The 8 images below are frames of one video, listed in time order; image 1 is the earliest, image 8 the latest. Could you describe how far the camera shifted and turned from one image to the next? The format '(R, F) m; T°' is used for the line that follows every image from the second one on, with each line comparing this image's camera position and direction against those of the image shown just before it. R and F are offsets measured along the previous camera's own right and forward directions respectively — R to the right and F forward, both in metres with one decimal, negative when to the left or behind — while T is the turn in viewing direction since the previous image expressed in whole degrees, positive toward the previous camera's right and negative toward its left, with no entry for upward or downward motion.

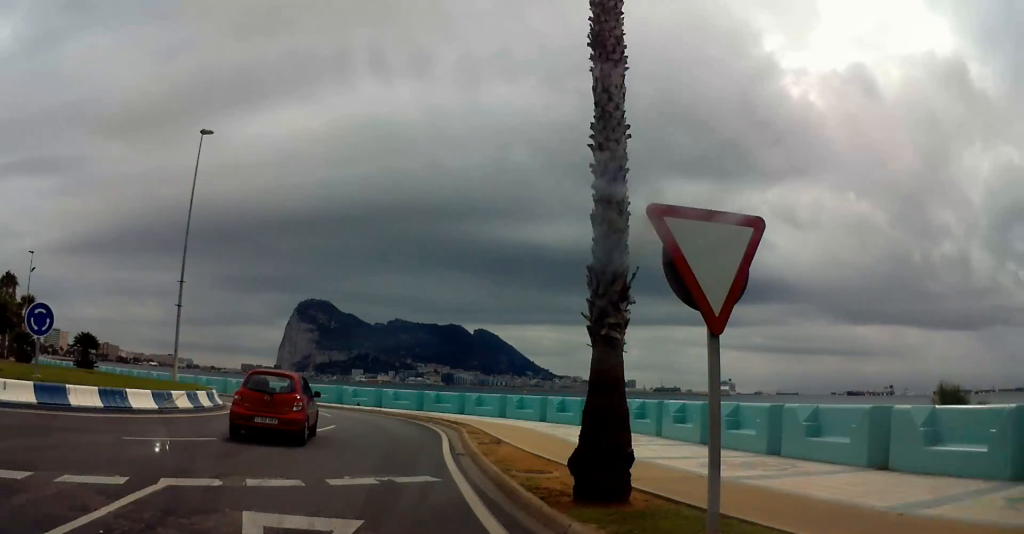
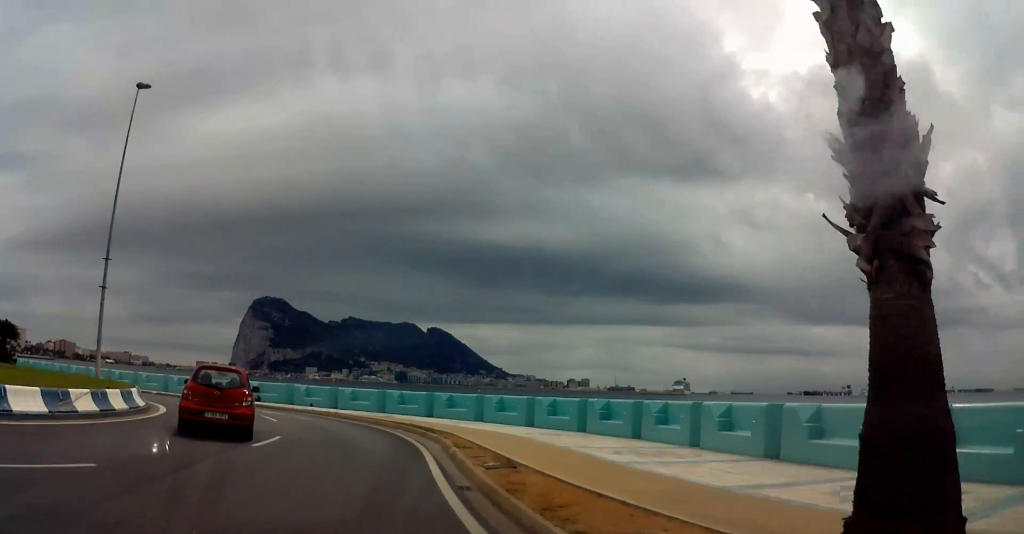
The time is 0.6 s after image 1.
(0.0, +4.7) m; 0°
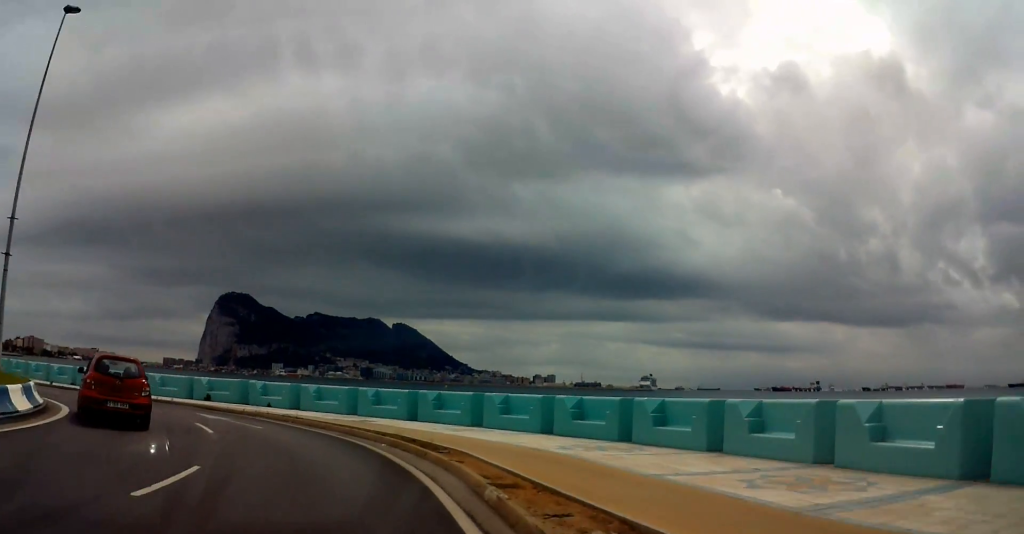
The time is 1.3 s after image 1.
(0.0, +6.4) m; 0°
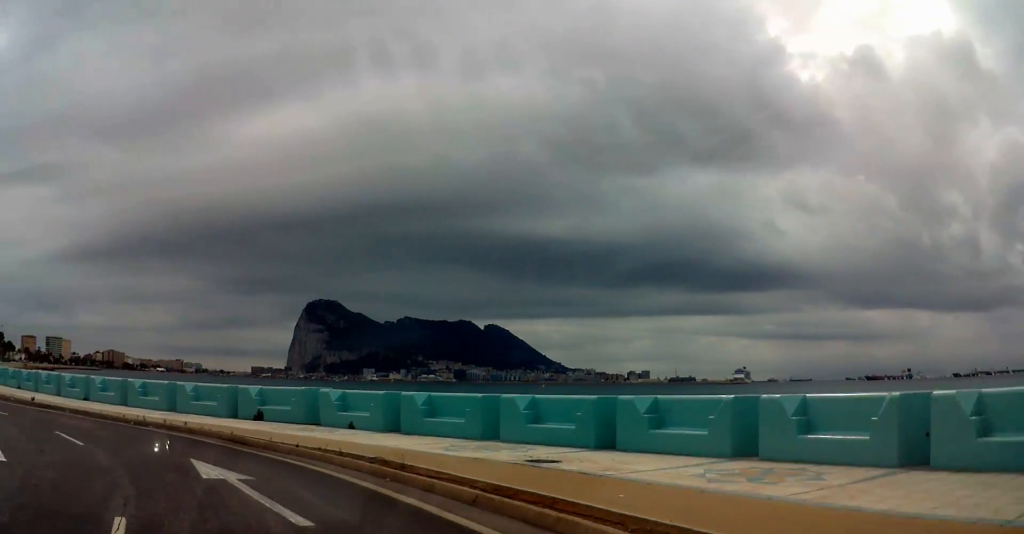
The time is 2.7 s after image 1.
(0.0, +11.2) m; -5°
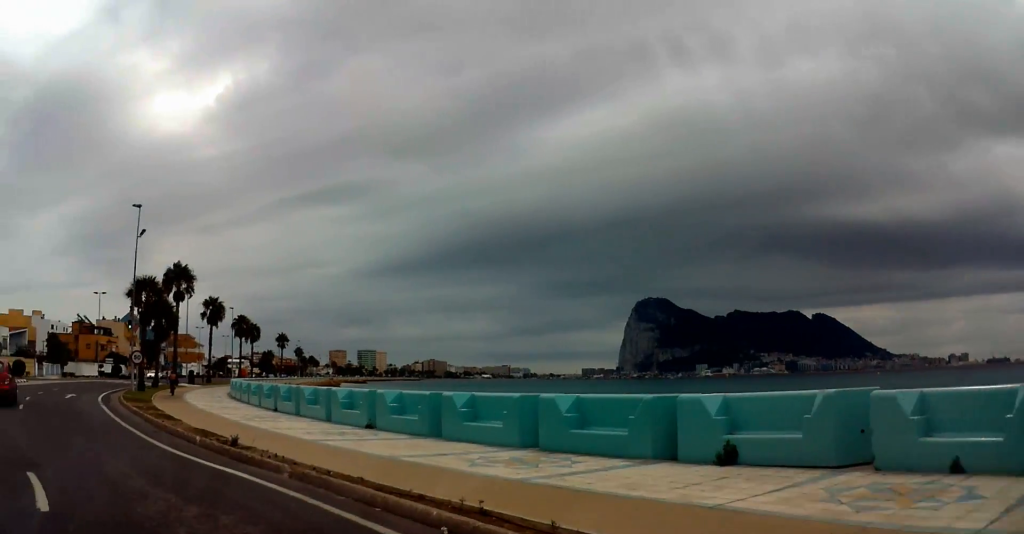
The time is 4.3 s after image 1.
(-2.1, +10.3) m; -43°
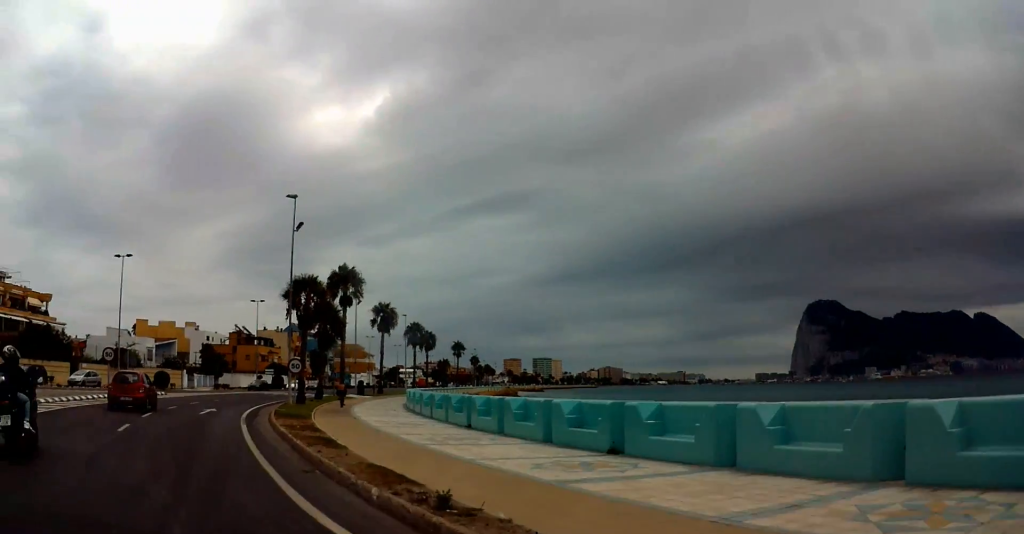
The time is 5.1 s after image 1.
(-1.9, +5.5) m; -14°
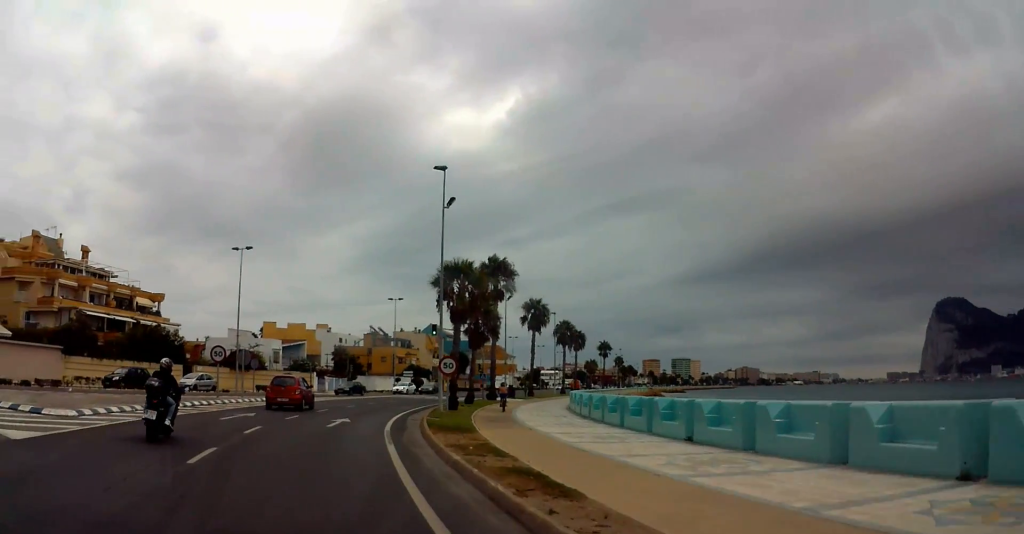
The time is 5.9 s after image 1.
(-0.2, +6.6) m; +4°
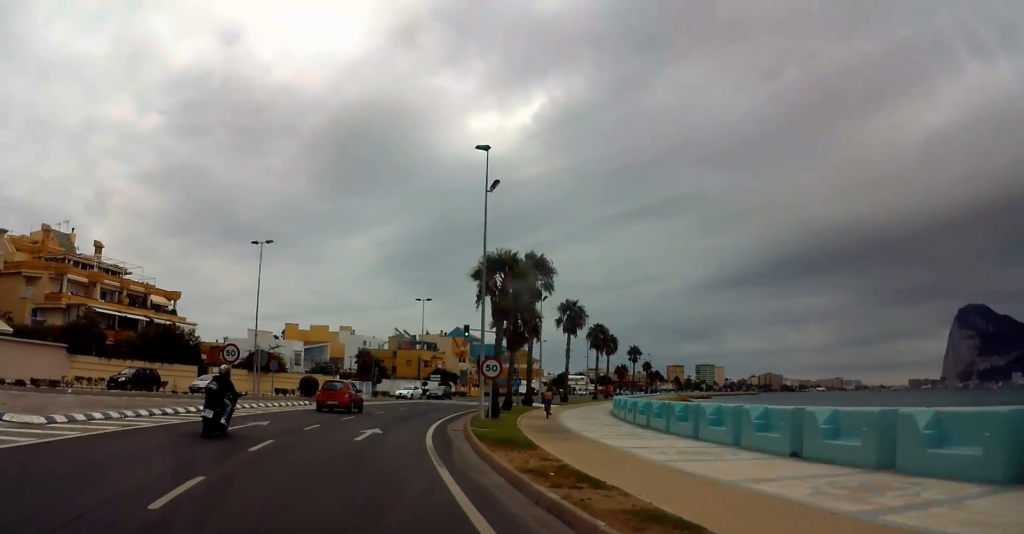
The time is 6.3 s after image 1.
(-0.1, +3.7) m; +5°
